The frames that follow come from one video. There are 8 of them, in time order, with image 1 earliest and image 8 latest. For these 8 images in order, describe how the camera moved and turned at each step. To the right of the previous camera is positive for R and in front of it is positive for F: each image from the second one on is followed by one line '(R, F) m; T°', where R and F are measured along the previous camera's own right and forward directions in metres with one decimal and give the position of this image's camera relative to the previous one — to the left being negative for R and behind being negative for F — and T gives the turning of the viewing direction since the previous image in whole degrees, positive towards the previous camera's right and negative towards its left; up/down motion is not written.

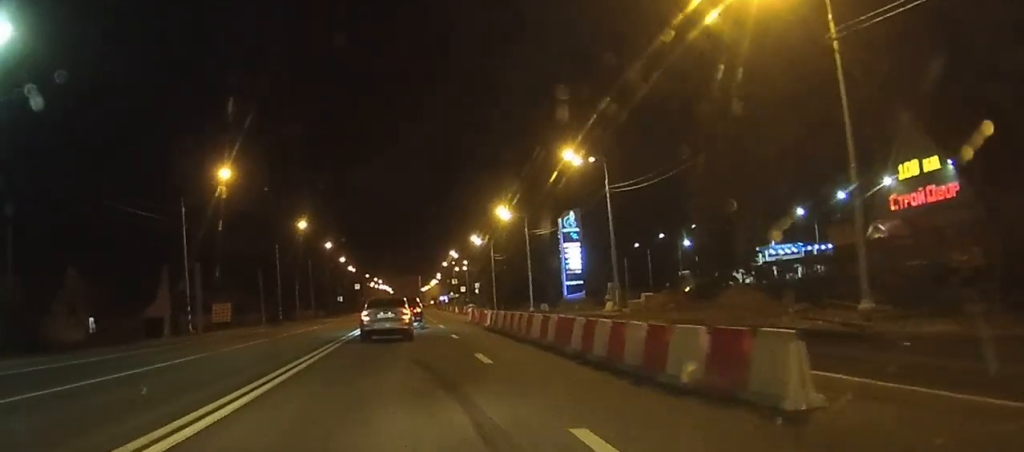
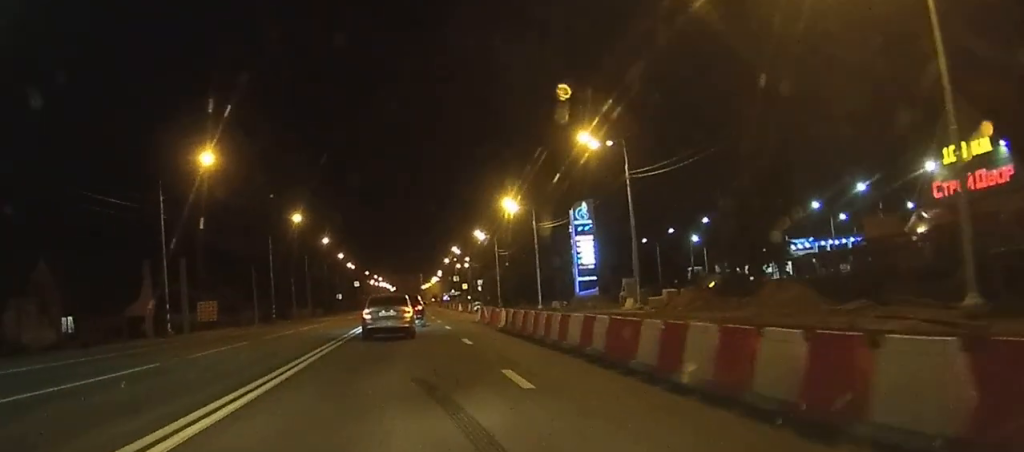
(0.0, +5.2) m; 0°
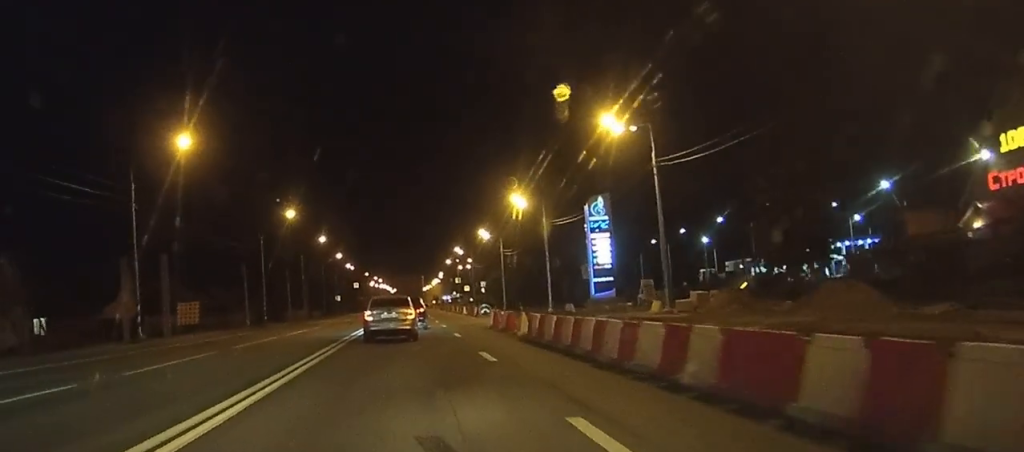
(0.0, +5.7) m; 0°
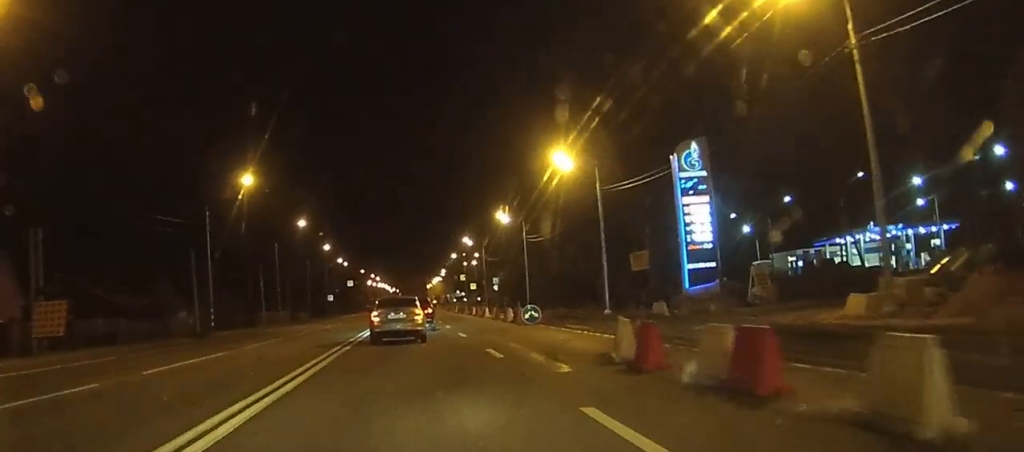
(0.0, +22.7) m; 0°
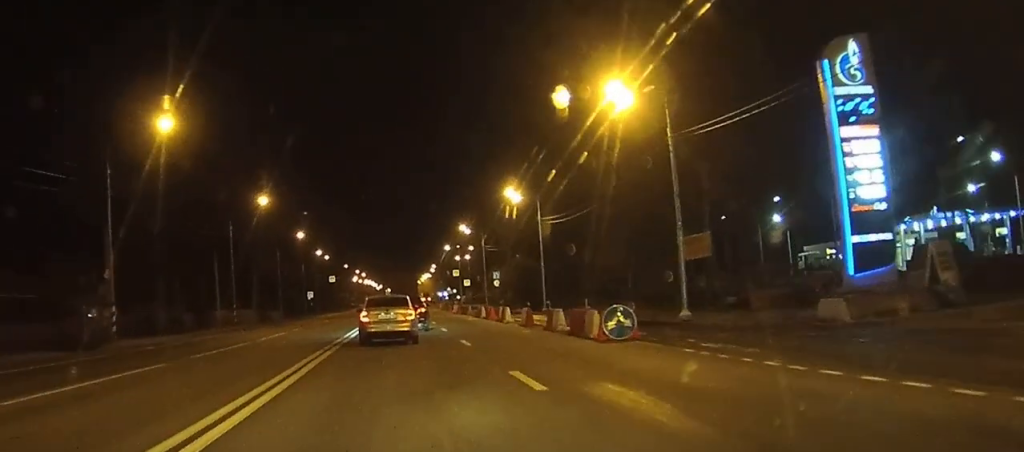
(-0.1, +18.4) m; 0°
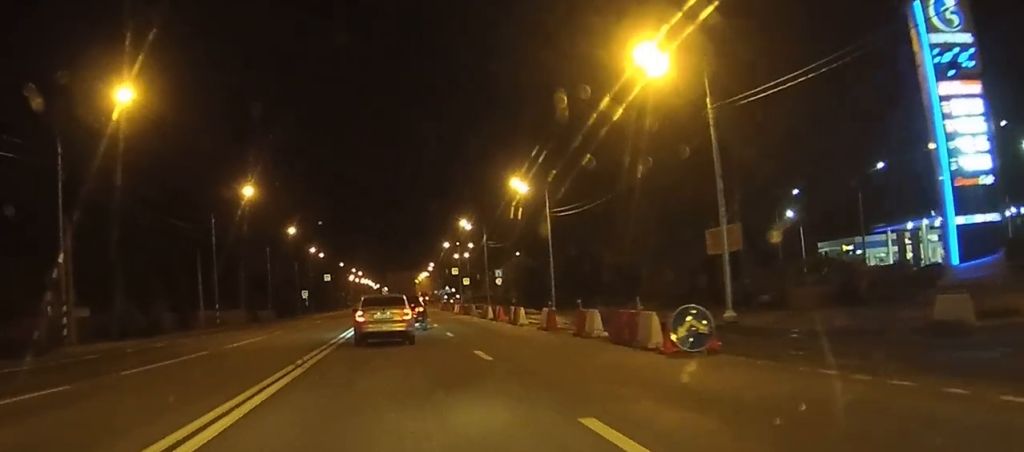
(0.0, +5.9) m; 0°
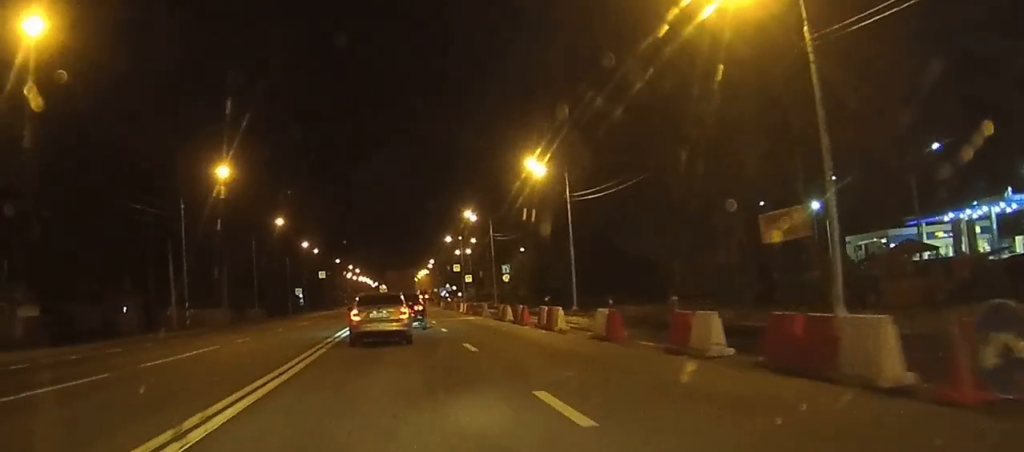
(+0.2, +9.2) m; 0°
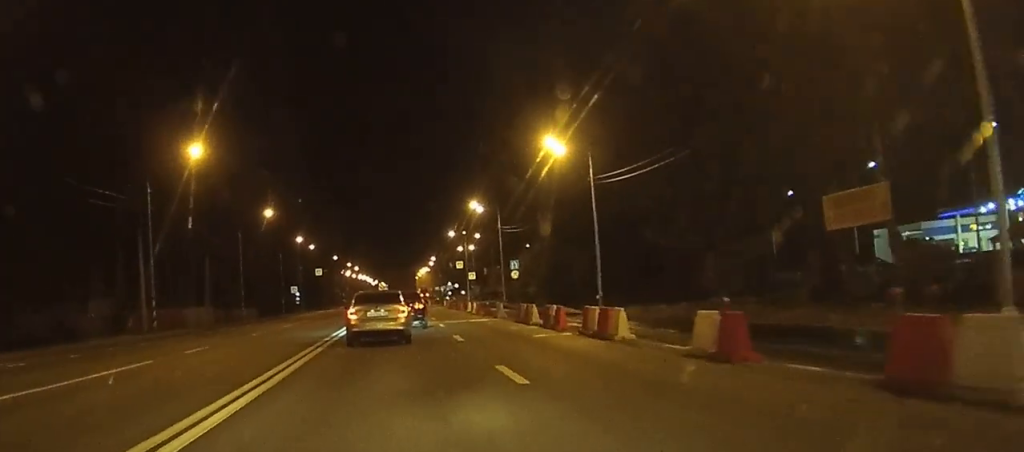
(0.0, +7.9) m; 0°
